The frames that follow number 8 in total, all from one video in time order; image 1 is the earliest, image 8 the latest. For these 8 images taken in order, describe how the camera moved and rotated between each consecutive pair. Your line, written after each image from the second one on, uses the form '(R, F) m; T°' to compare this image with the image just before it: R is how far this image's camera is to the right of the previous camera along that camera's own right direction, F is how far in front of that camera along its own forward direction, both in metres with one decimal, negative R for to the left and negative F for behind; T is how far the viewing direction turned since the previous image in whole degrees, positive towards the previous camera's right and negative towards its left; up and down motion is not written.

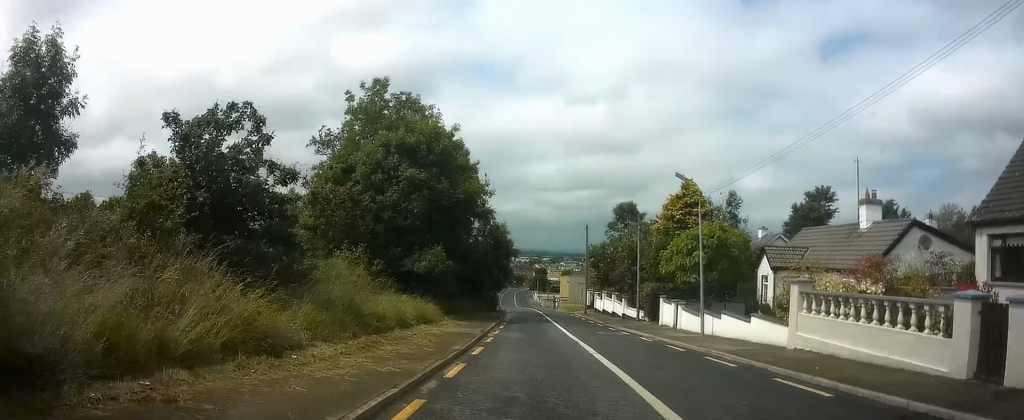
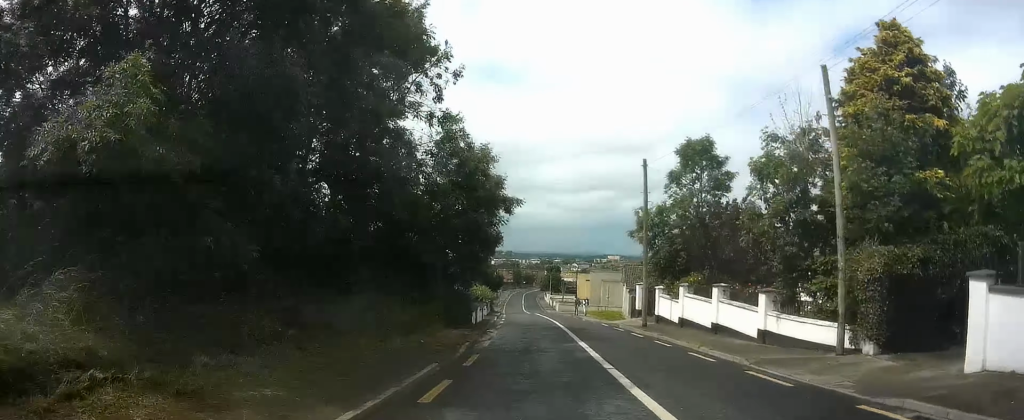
(+0.2, +24.2) m; 0°
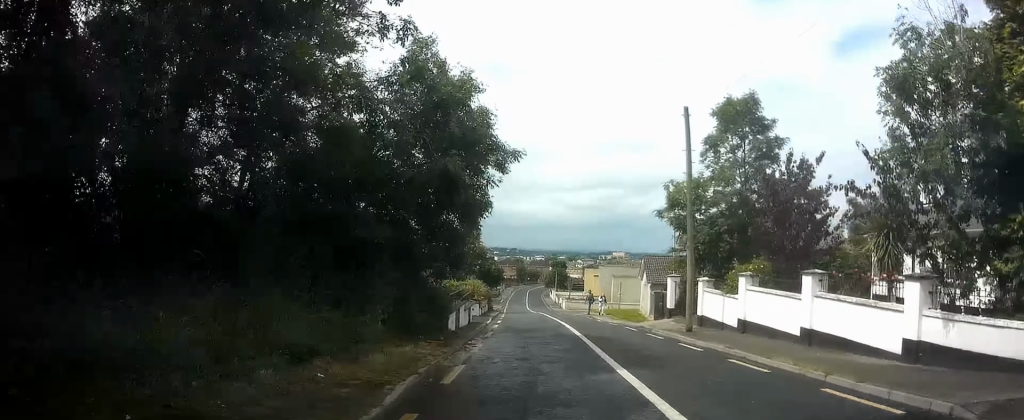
(0.0, +7.6) m; 0°
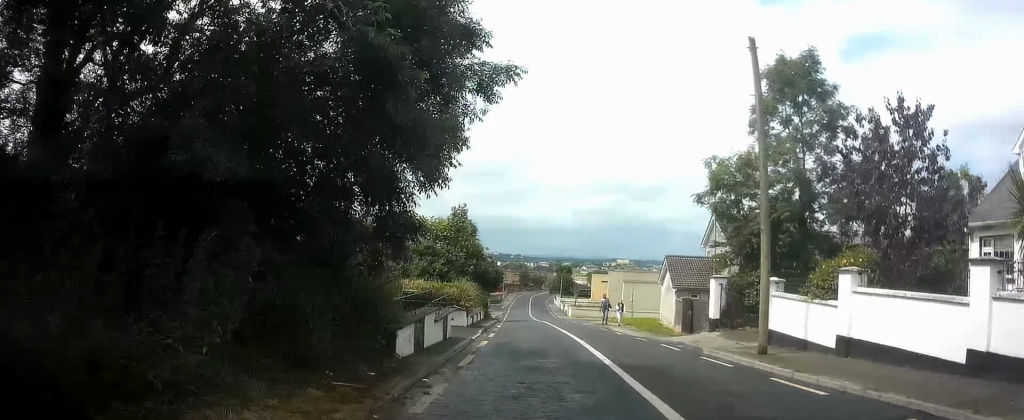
(0.0, +6.1) m; +1°
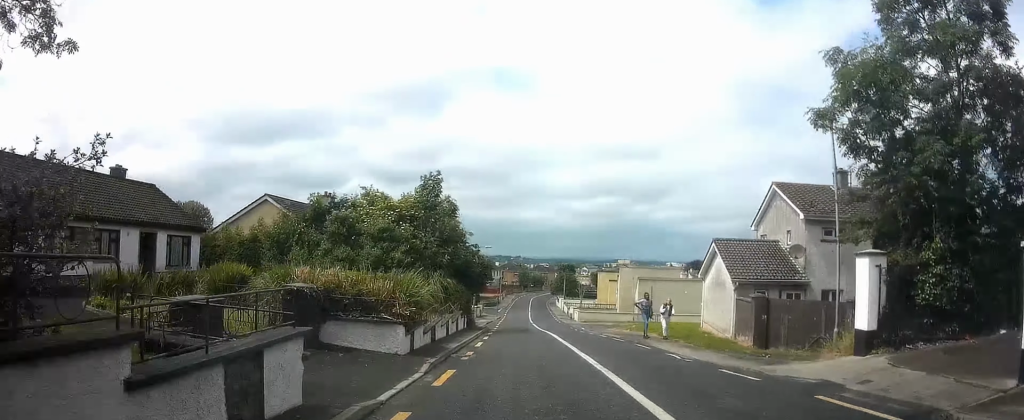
(+0.1, +10.4) m; +1°
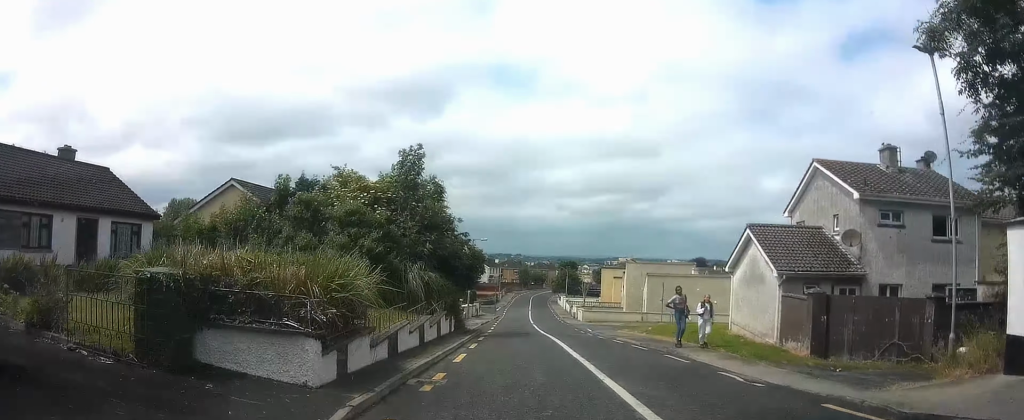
(+0.2, +4.7) m; 0°
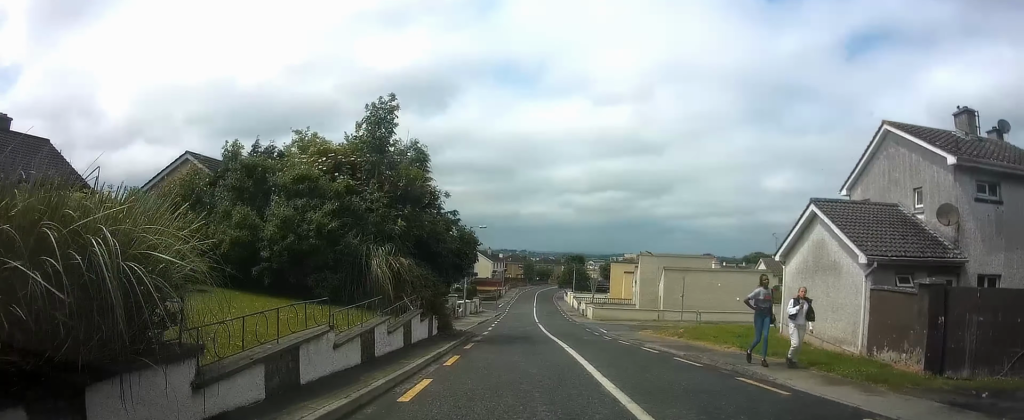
(-0.1, +5.2) m; -3°
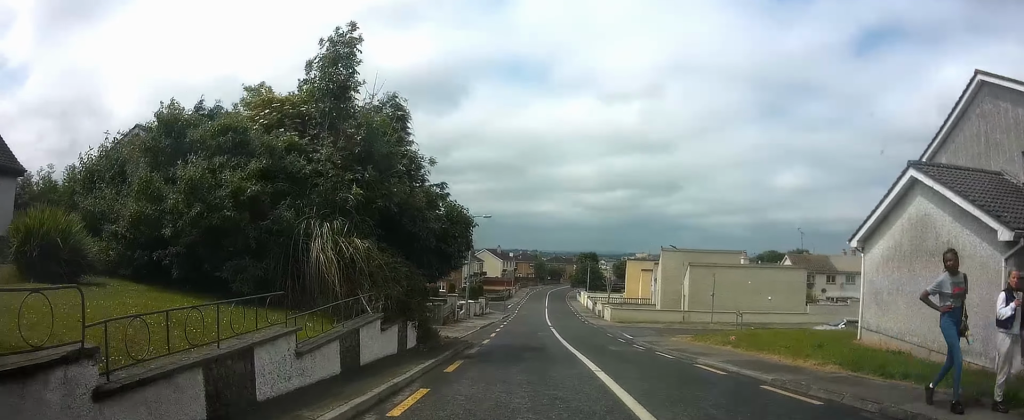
(0.0, +5.0) m; -3°
